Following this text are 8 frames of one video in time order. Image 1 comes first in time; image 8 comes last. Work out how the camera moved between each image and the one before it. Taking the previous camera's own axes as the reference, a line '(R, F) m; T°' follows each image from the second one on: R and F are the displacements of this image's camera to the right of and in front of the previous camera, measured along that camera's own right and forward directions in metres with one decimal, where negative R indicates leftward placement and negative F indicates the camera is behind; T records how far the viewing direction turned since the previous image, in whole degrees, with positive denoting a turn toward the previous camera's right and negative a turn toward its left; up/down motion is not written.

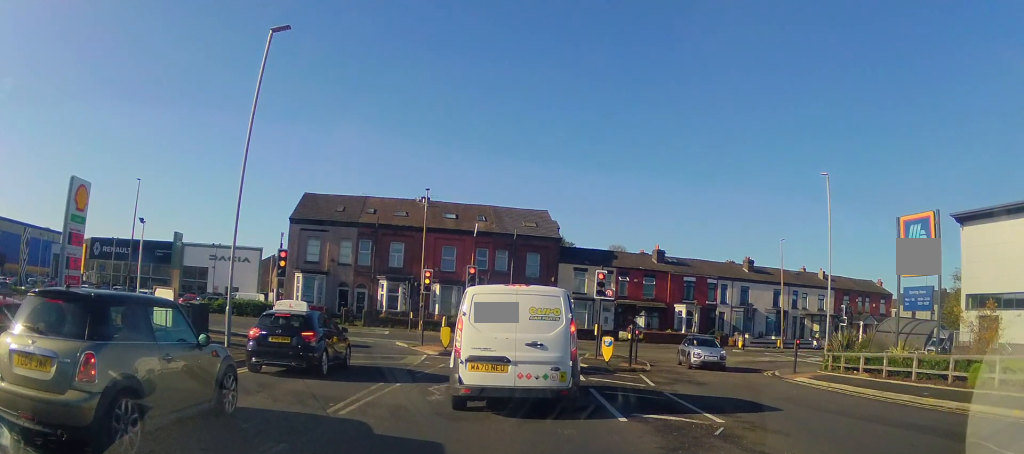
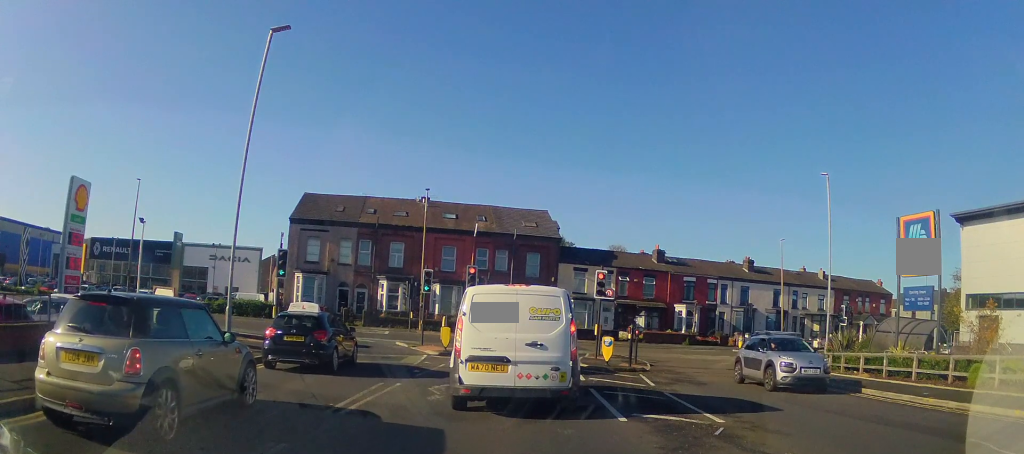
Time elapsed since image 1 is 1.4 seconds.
(0.0, 0.0) m; 0°
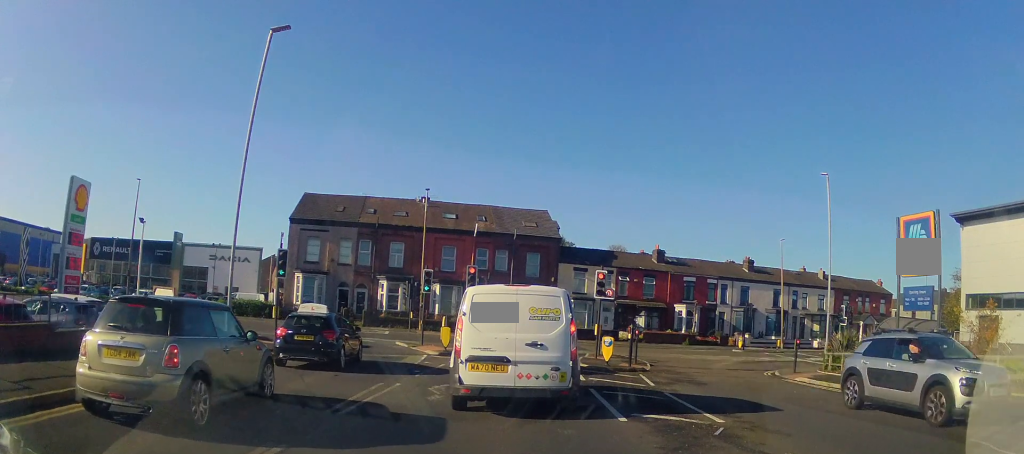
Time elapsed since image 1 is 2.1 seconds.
(0.0, 0.0) m; 0°
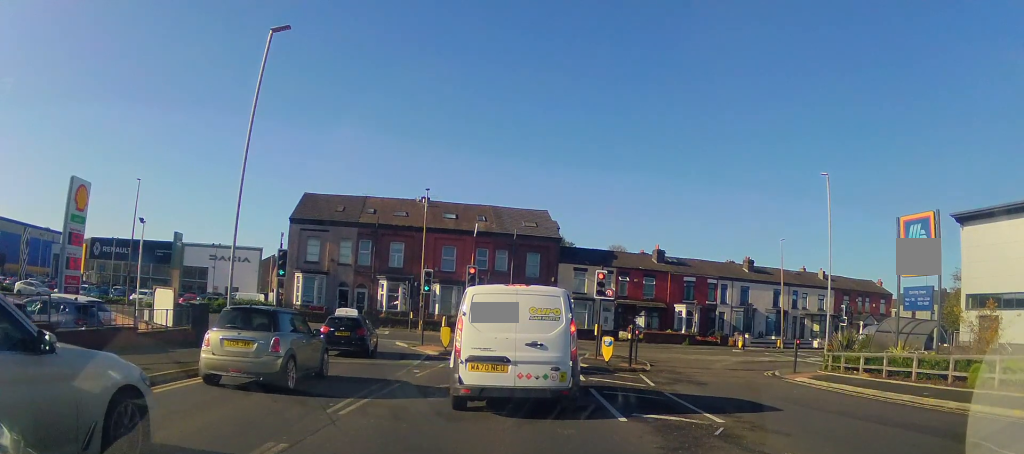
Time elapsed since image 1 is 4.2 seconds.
(0.0, 0.0) m; 0°
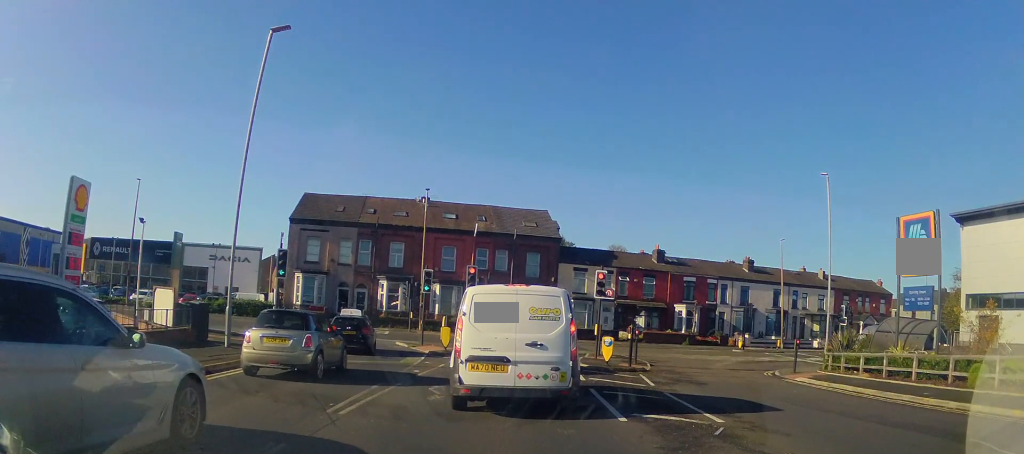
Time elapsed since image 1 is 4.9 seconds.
(0.0, 0.0) m; 0°
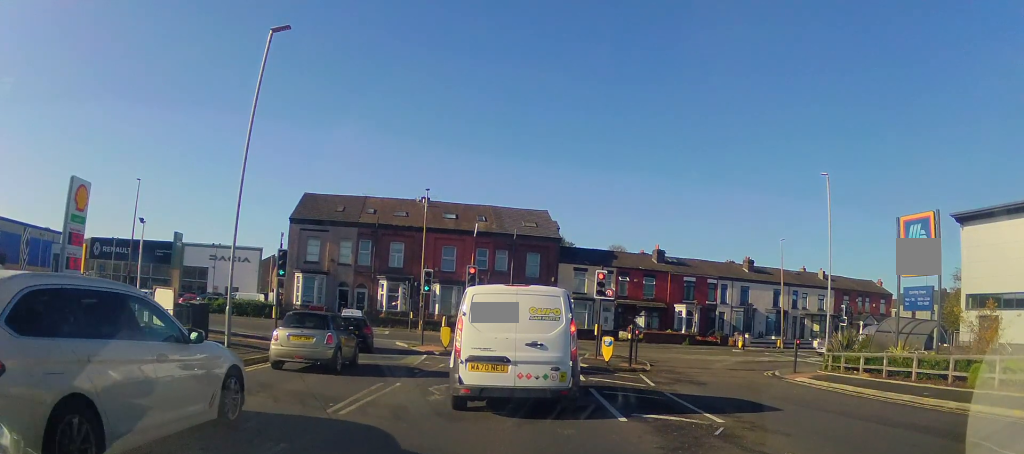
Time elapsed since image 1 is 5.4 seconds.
(0.0, 0.0) m; 0°
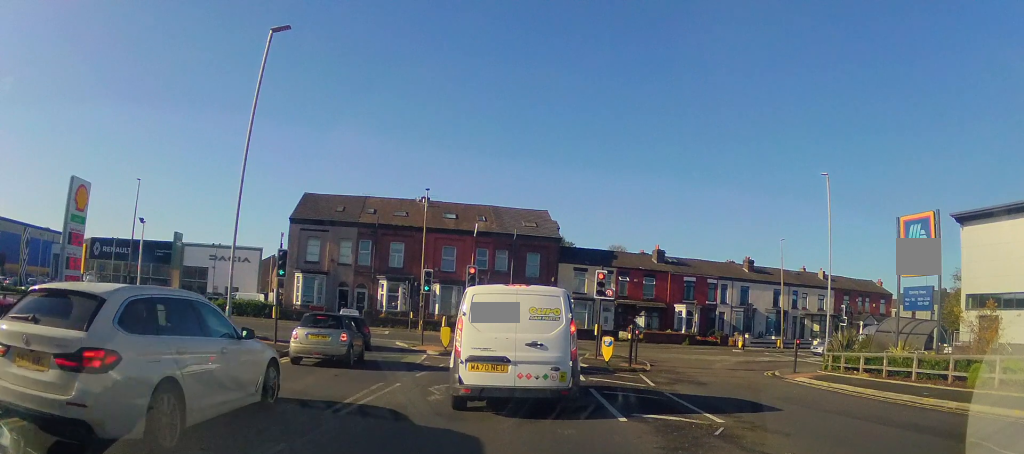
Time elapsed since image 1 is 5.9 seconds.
(0.0, 0.0) m; 0°
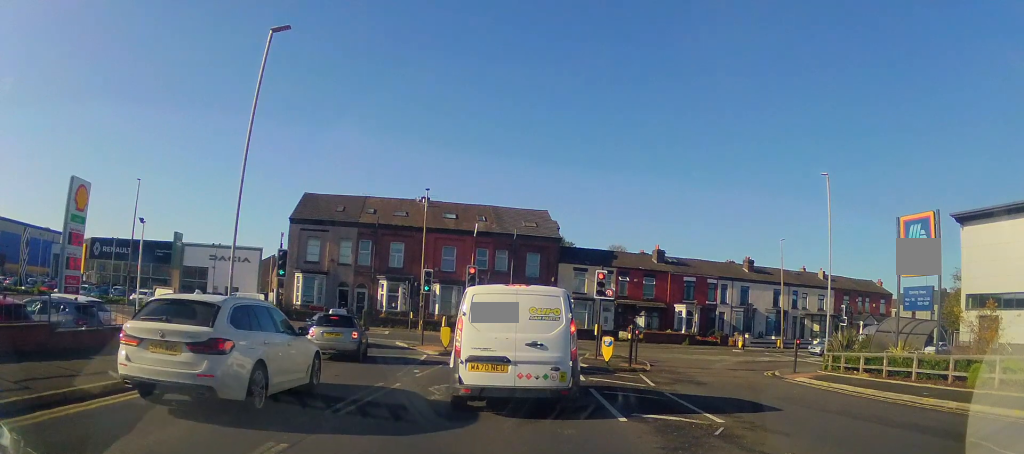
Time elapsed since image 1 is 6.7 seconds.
(0.0, 0.0) m; 0°
